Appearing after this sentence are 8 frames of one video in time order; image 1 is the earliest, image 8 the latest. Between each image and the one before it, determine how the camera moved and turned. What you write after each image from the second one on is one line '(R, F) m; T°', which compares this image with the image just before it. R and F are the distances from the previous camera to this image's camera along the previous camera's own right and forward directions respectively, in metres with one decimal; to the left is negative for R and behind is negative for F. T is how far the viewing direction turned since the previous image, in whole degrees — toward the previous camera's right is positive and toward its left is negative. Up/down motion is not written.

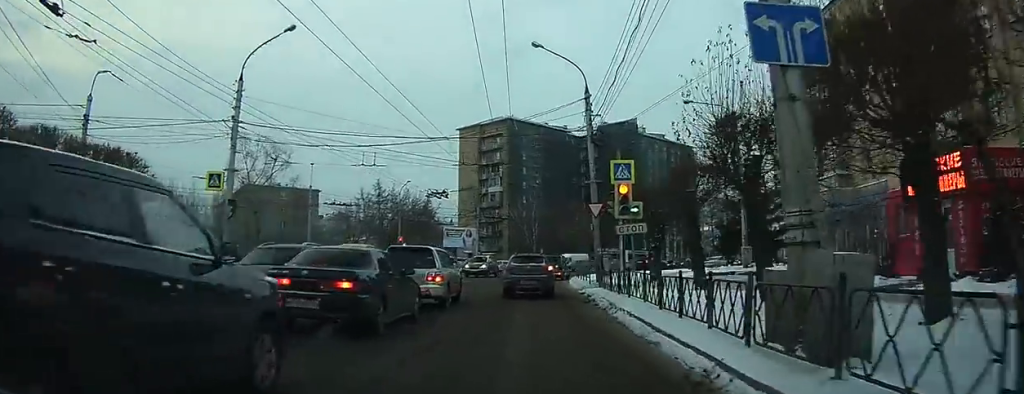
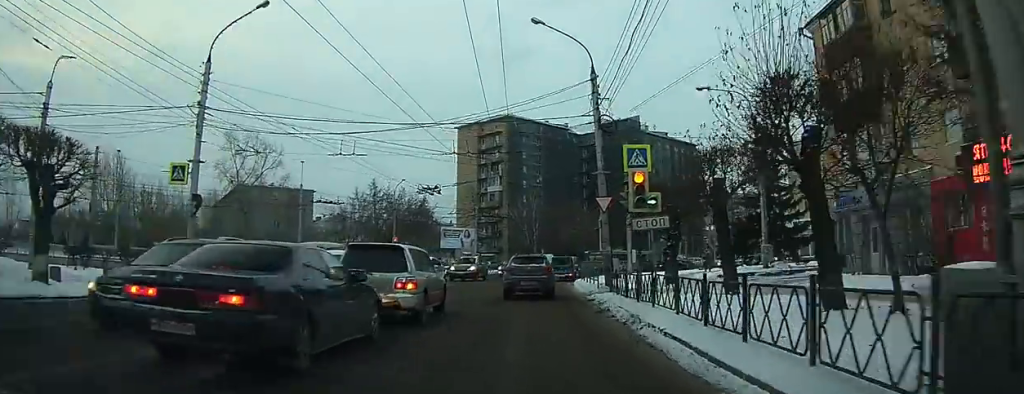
(0.0, +3.8) m; 0°
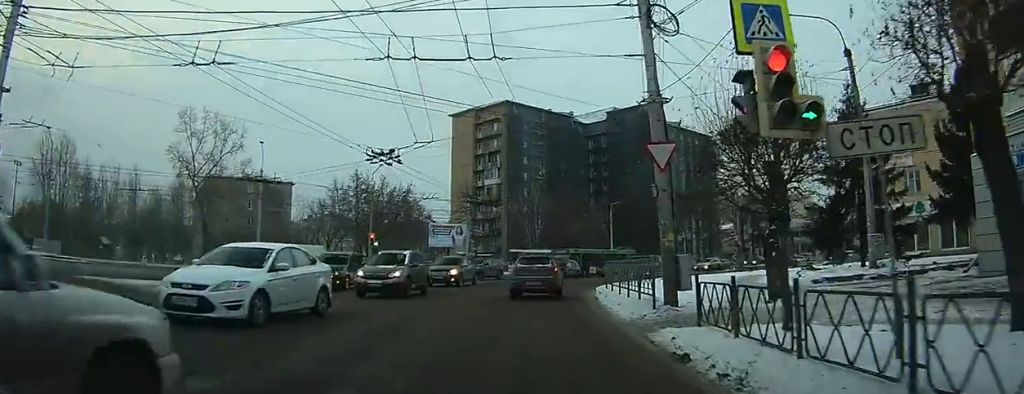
(+0.1, +14.6) m; +3°
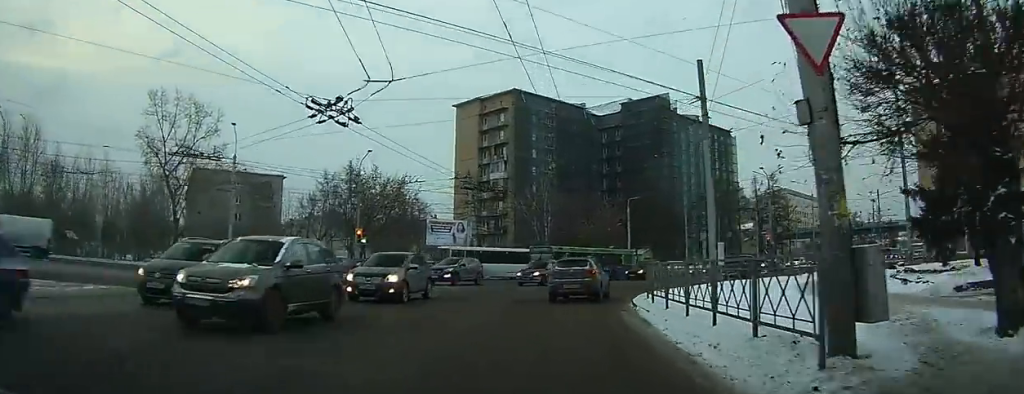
(+0.3, +8.8) m; +3°
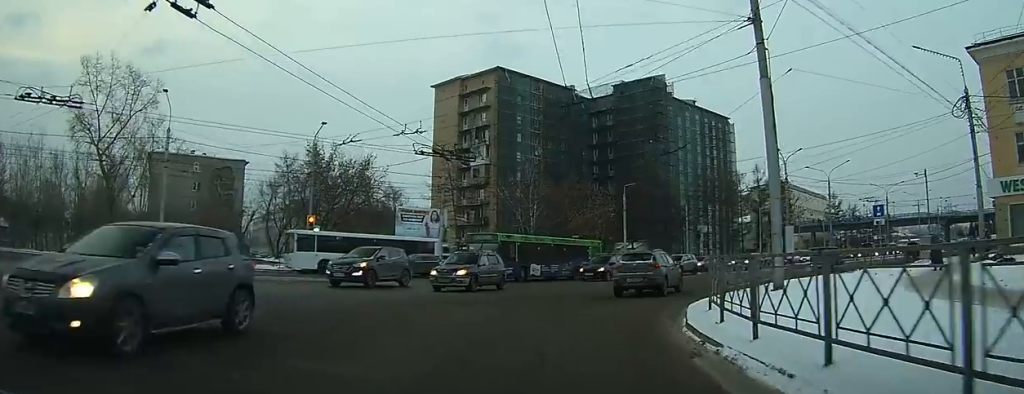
(+0.3, +8.7) m; +5°
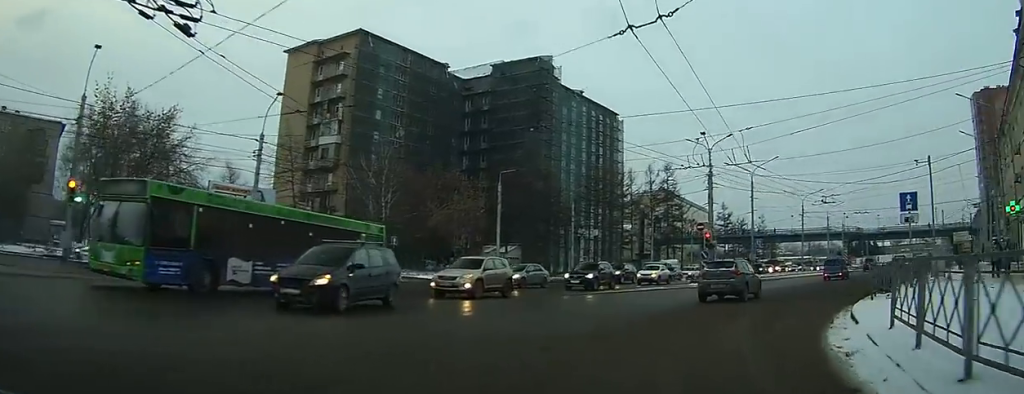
(+1.3, +12.2) m; +13°
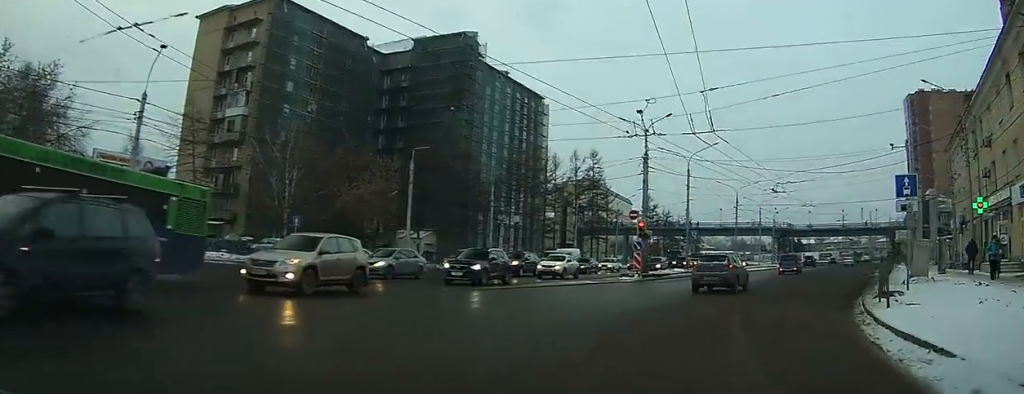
(+0.2, +4.2) m; +2°
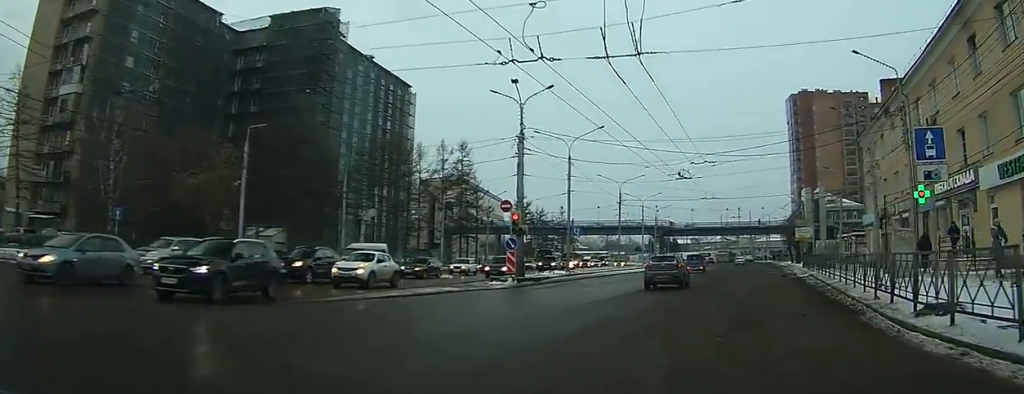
(+0.1, +6.8) m; +5°
